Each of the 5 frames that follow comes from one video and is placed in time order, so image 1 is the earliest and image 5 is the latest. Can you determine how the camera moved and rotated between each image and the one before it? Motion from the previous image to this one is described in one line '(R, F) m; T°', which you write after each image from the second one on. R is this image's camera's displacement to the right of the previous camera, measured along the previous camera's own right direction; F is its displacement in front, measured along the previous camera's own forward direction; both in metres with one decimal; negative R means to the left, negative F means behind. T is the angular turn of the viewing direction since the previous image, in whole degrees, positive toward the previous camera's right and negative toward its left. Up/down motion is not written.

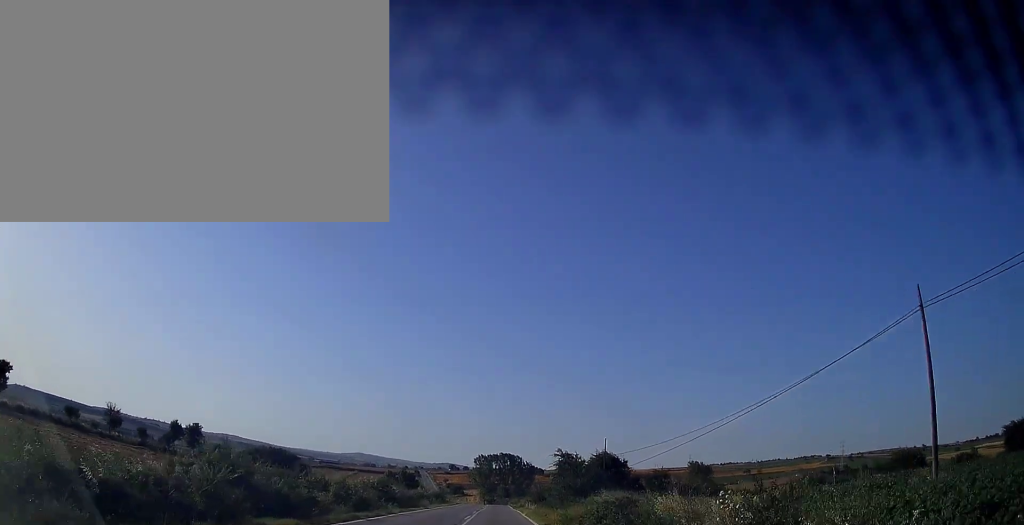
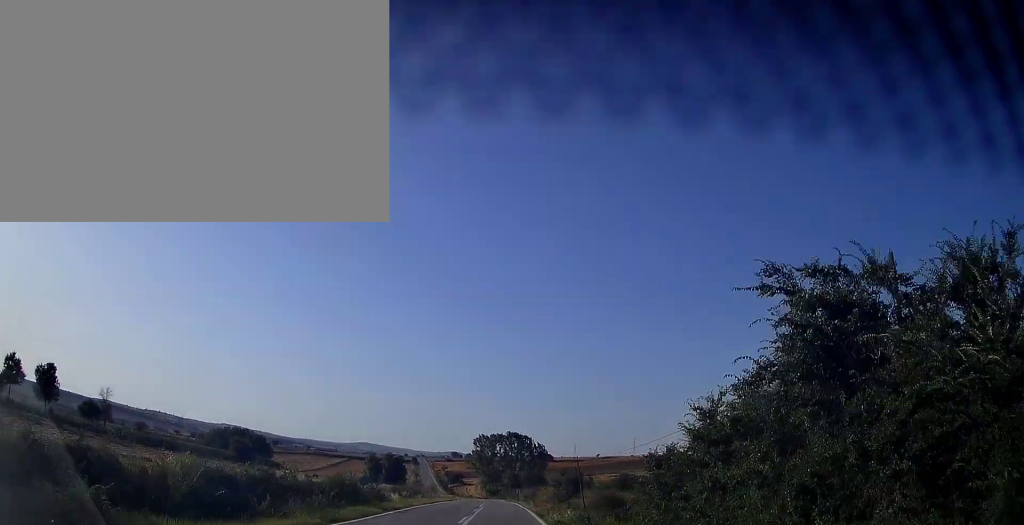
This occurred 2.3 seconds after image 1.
(+0.2, +52.2) m; 0°
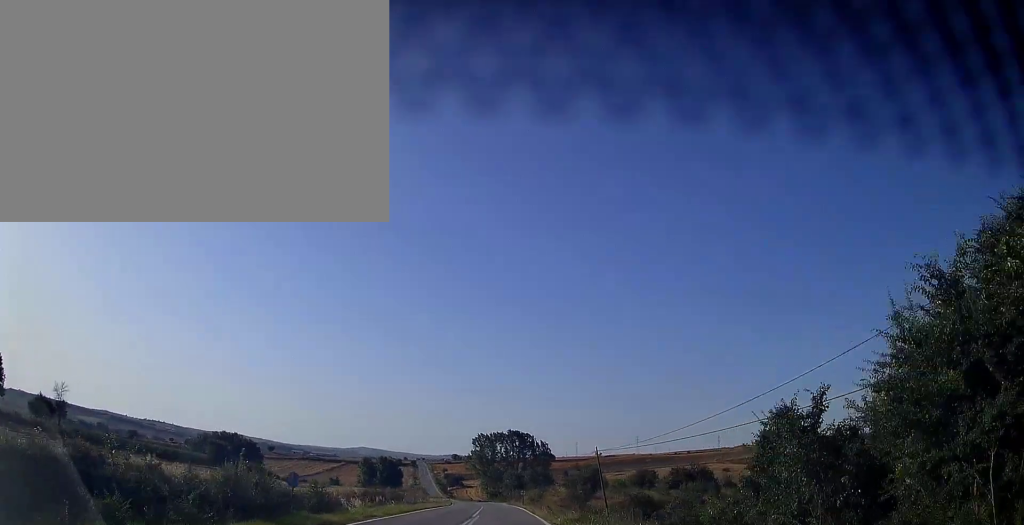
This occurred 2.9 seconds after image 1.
(-0.1, +12.6) m; 0°
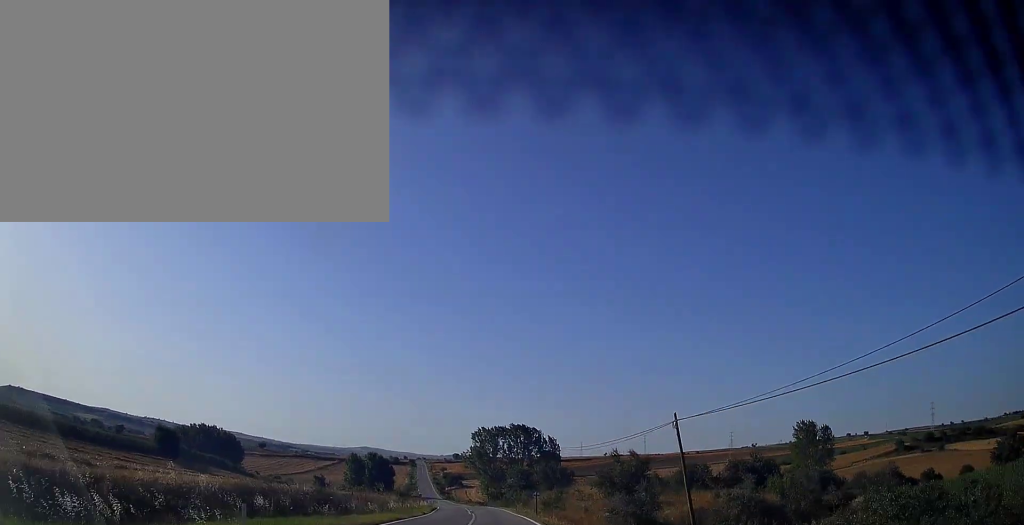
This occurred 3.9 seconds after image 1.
(+0.2, +23.1) m; 0°
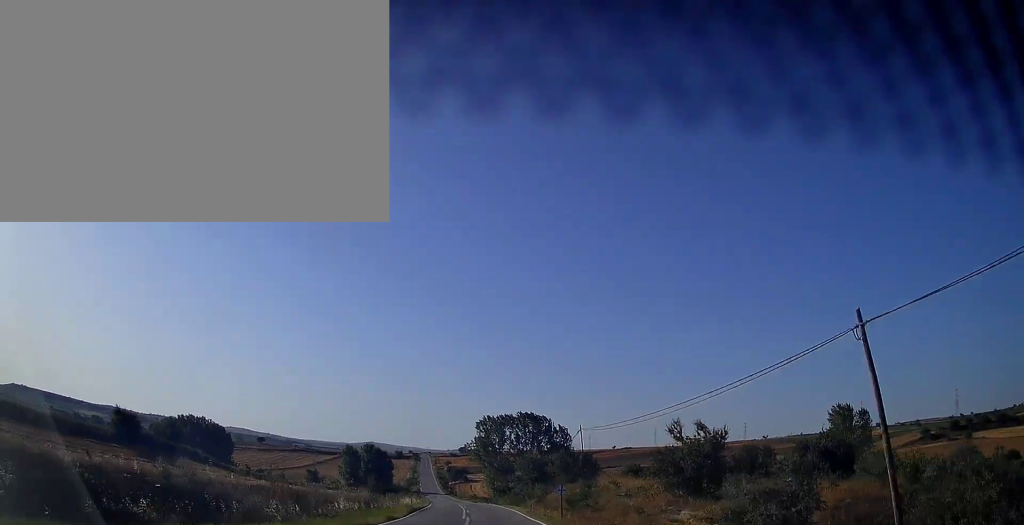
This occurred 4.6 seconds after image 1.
(-0.1, +15.7) m; -1°
